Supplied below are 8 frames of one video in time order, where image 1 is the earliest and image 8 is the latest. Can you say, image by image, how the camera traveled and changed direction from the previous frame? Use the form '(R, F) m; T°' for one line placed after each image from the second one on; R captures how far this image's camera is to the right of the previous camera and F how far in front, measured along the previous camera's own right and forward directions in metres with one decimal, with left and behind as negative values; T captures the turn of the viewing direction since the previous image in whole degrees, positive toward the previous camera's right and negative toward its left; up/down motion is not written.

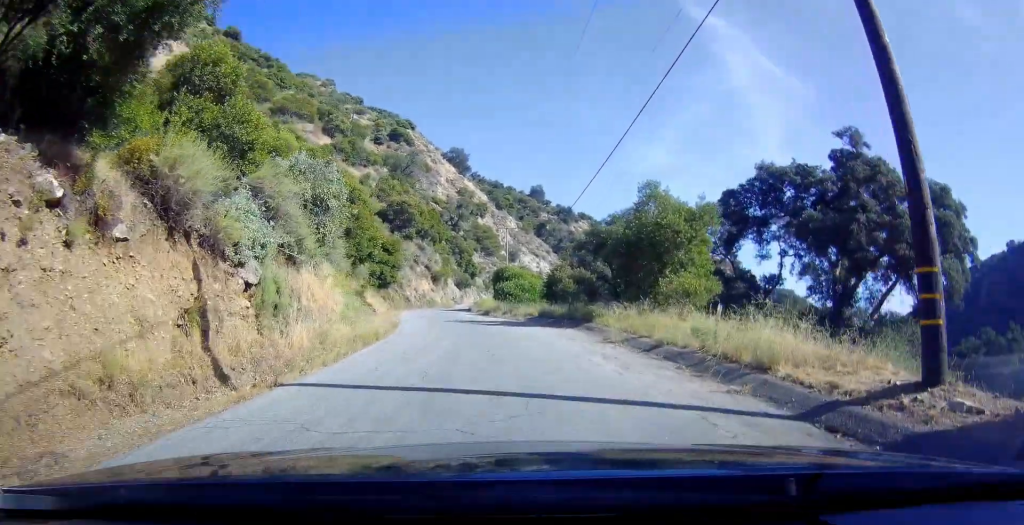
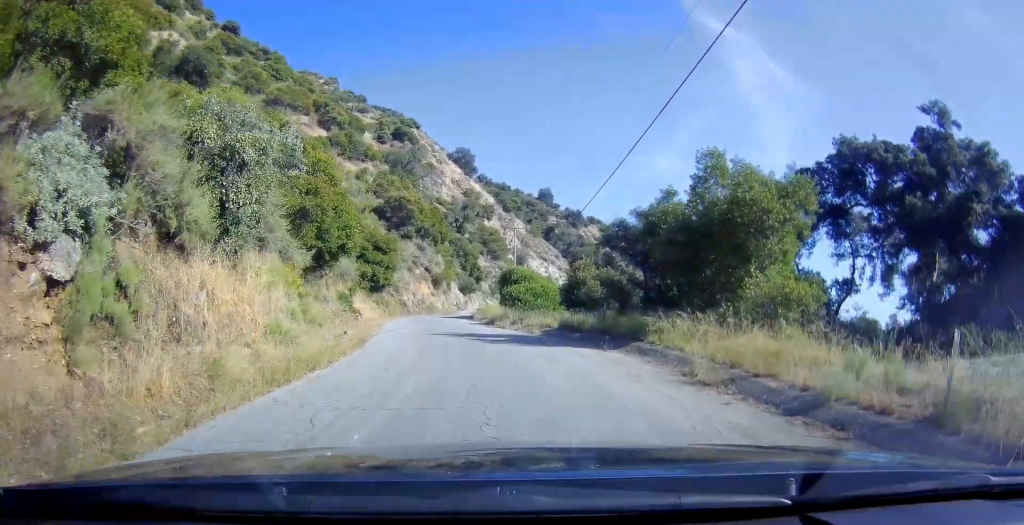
(+0.4, +5.7) m; +4°
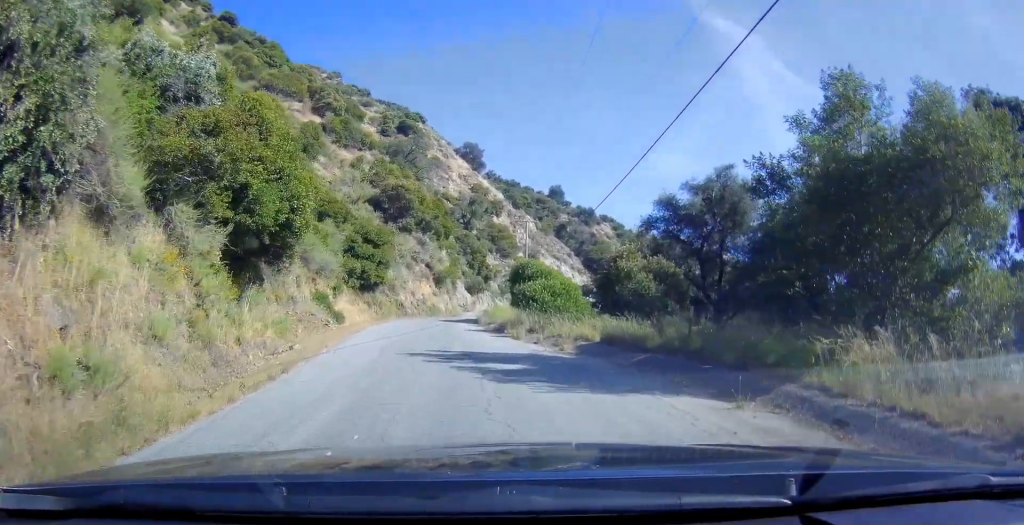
(+0.1, +6.3) m; -3°
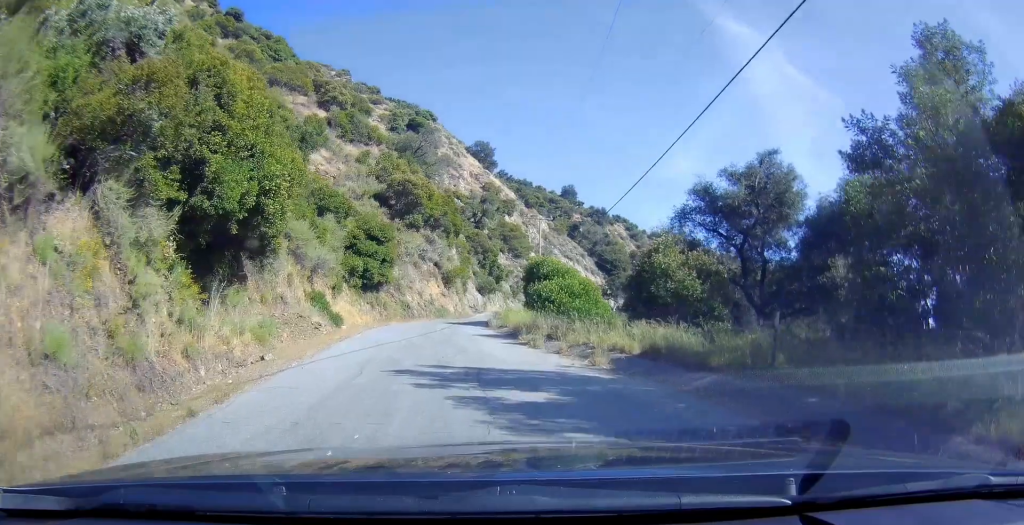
(0.0, +2.8) m; -4°
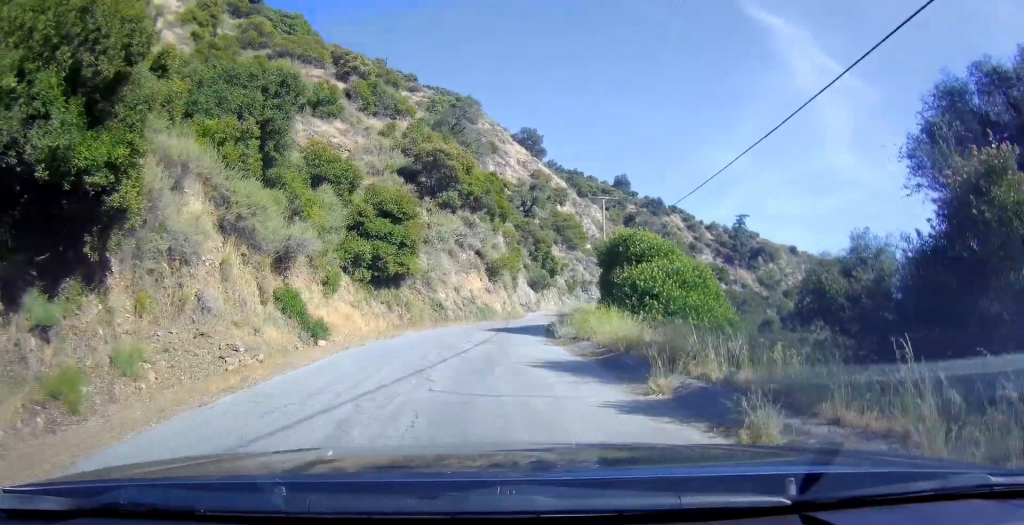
(-0.9, +12.7) m; -4°
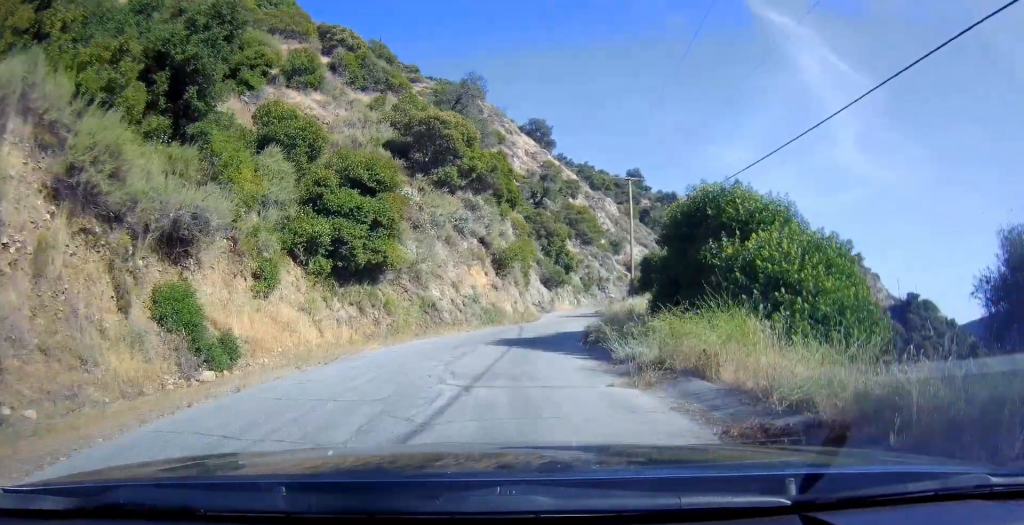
(+0.1, +9.9) m; +3°
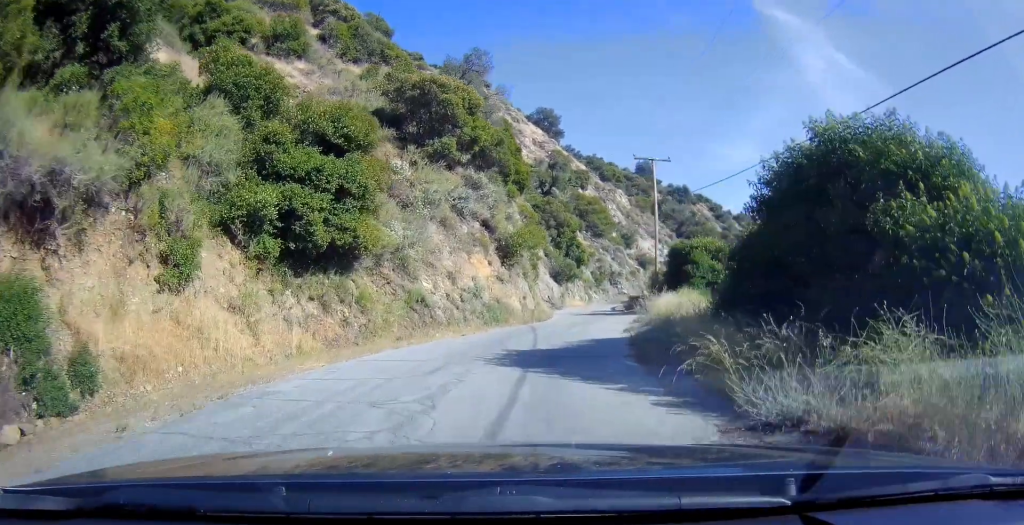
(+0.1, +6.1) m; +3°
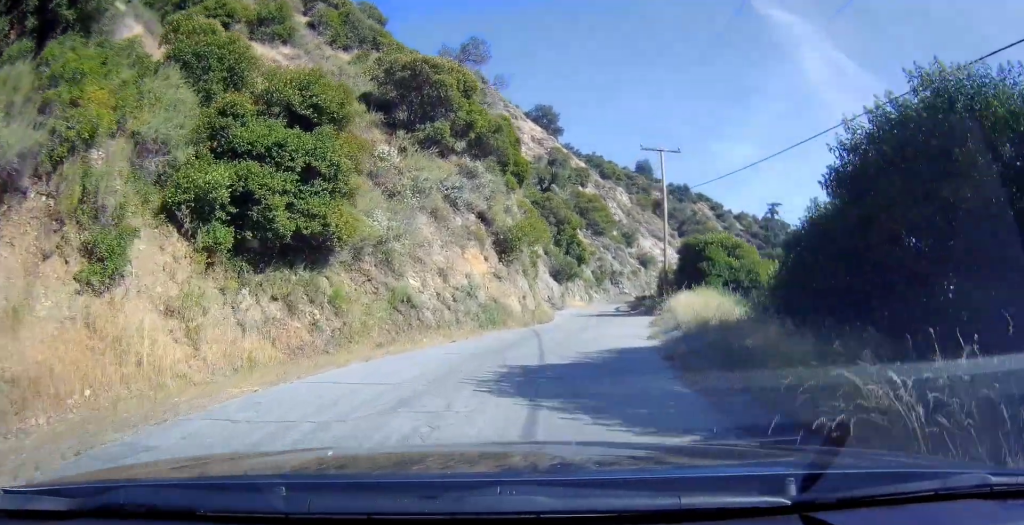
(0.0, +3.4) m; +2°
